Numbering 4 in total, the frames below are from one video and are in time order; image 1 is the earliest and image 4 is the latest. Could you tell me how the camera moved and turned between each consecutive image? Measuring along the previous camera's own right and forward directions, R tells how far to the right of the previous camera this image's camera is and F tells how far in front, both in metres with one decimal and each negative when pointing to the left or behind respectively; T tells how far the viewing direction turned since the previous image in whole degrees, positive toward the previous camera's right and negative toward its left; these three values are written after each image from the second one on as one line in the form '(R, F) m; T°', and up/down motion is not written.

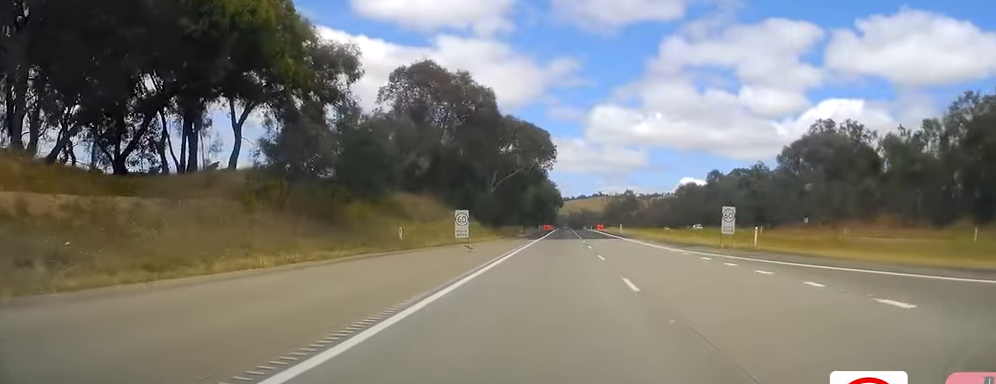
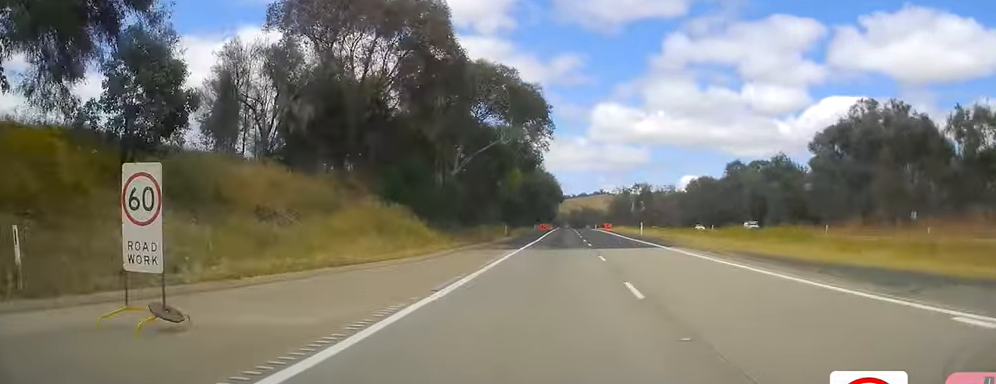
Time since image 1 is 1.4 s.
(-0.5, +26.2) m; +1°
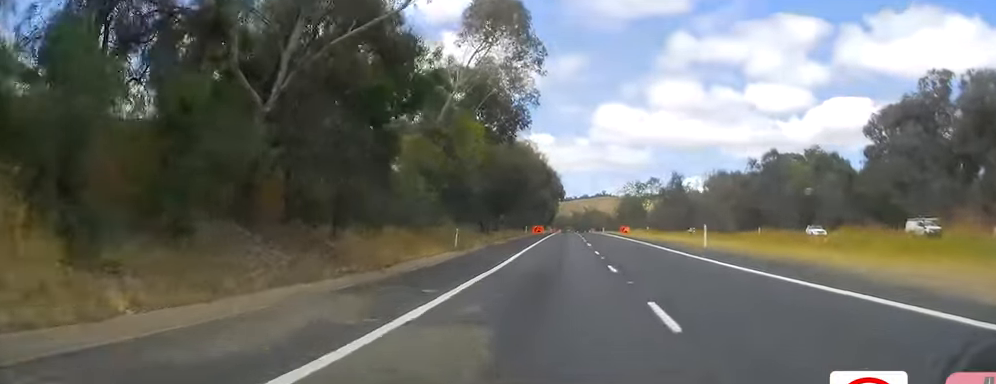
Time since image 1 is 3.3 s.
(+0.1, +32.6) m; -1°
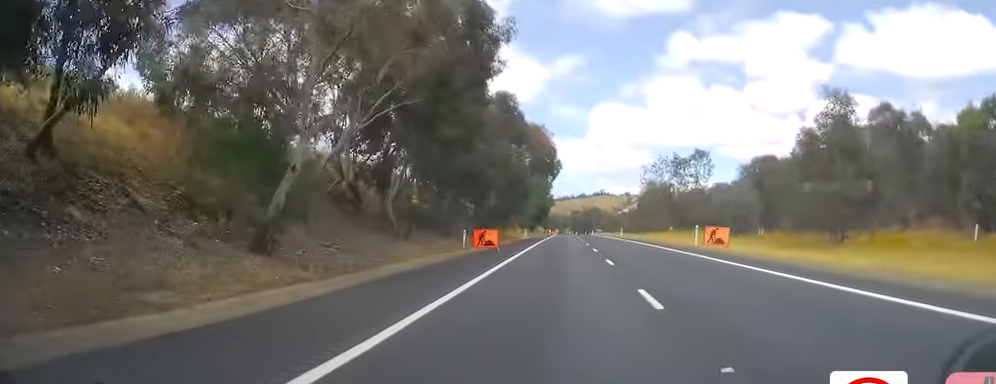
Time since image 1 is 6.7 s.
(-0.7, +57.1) m; 0°
